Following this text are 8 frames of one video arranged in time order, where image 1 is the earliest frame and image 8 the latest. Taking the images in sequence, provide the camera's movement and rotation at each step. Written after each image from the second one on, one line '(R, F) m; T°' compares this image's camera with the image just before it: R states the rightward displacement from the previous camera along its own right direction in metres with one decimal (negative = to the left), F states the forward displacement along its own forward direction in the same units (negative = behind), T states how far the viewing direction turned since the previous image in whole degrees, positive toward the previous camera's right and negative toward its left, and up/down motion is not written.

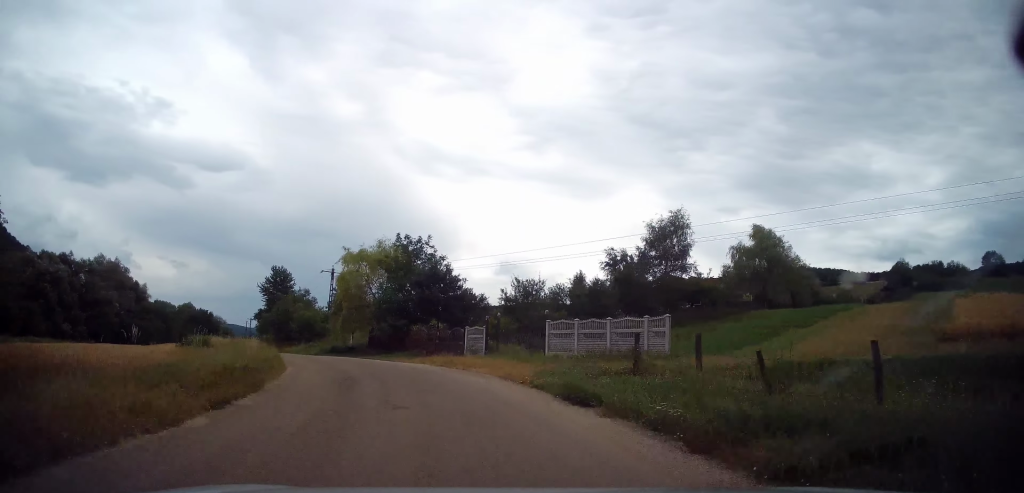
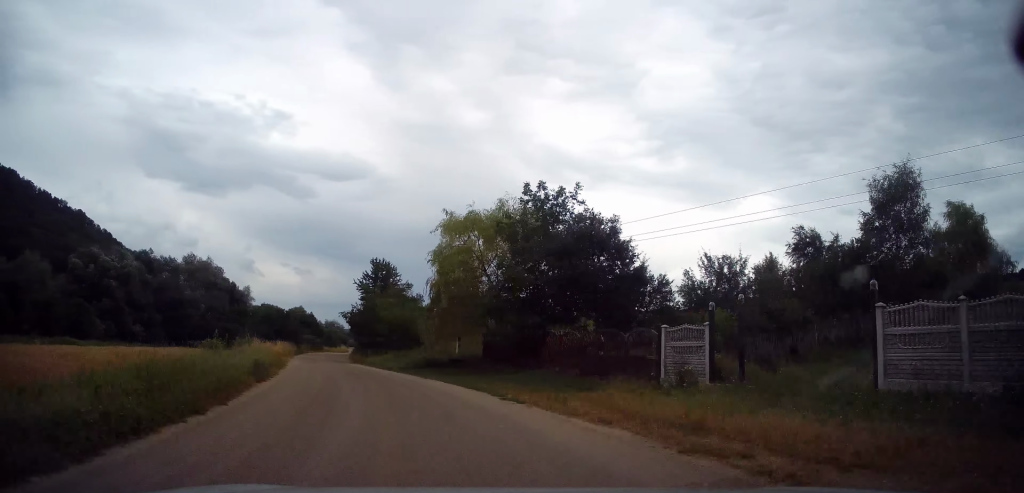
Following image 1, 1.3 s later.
(-1.8, +16.0) m; -14°
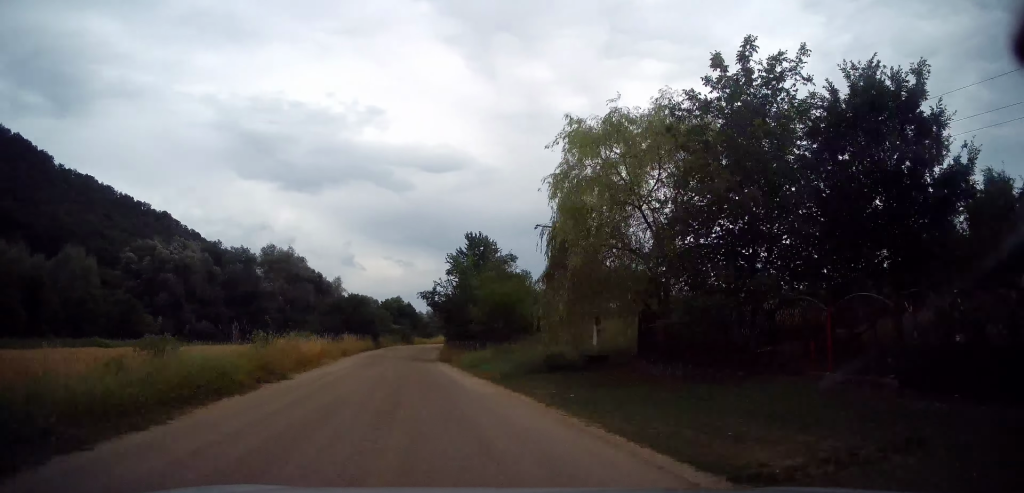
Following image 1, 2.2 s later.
(-1.2, +12.2) m; -10°
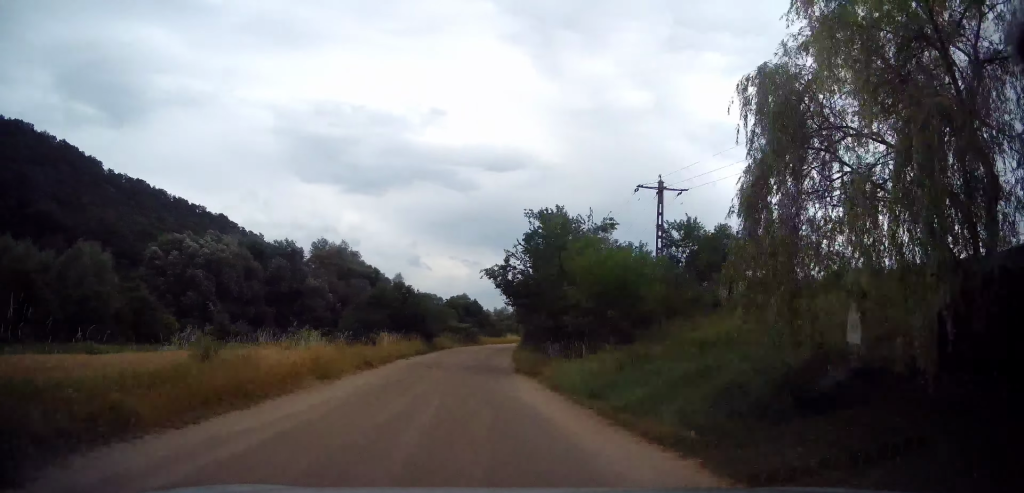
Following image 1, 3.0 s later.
(-0.7, +11.4) m; -5°
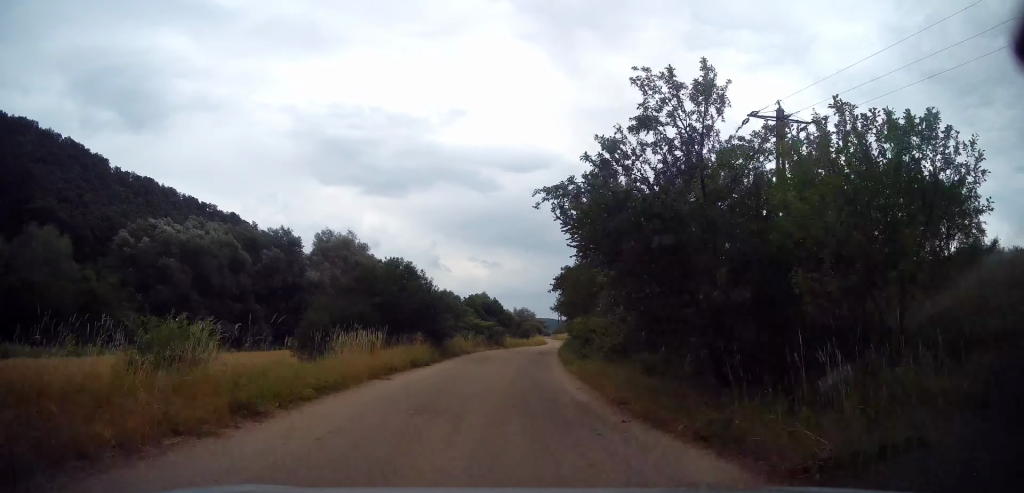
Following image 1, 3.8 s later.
(-0.6, +12.5) m; +1°
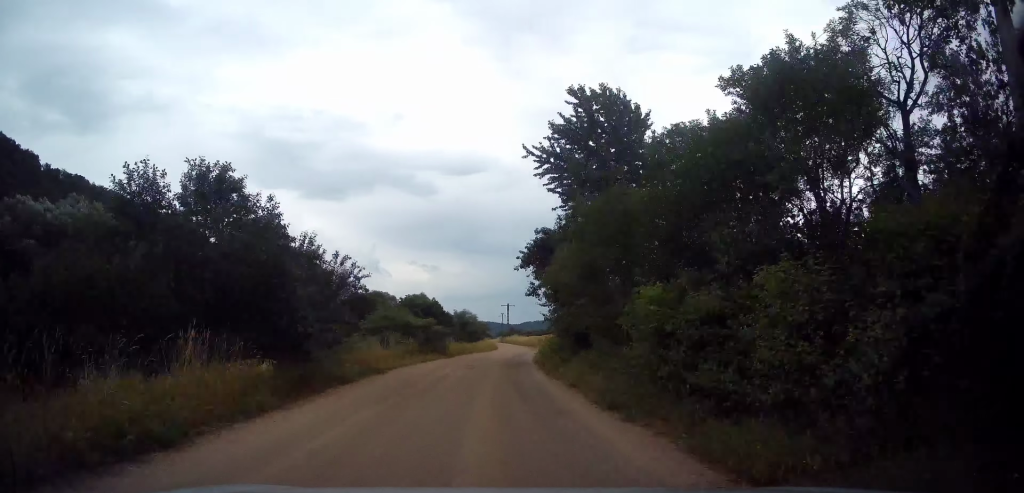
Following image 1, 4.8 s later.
(+0.9, +15.3) m; +5°
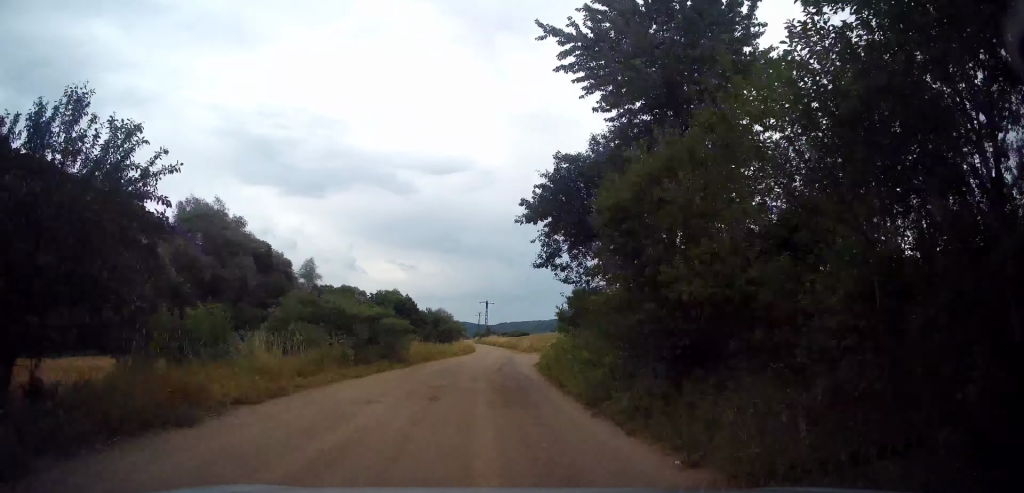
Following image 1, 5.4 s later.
(+0.4, +10.9) m; +2°
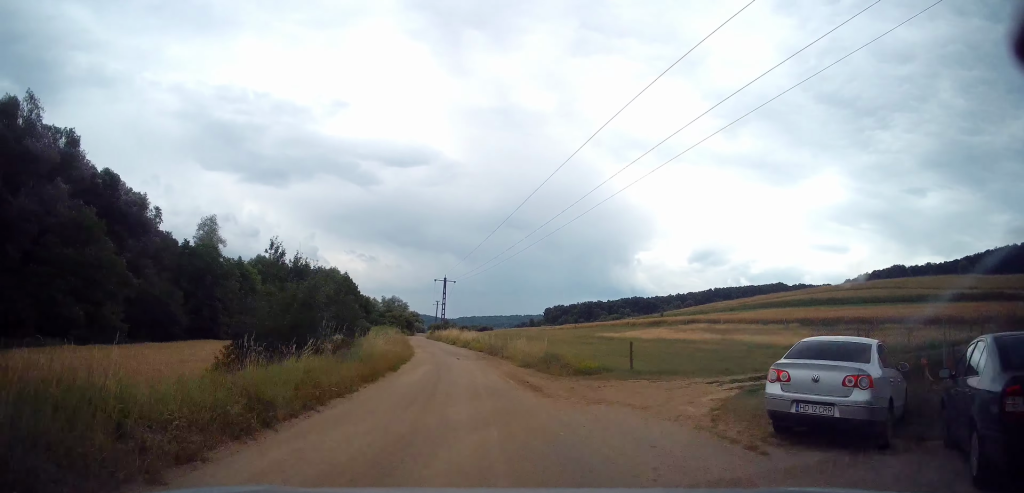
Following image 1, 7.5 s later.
(+1.1, +34.5) m; +1°
